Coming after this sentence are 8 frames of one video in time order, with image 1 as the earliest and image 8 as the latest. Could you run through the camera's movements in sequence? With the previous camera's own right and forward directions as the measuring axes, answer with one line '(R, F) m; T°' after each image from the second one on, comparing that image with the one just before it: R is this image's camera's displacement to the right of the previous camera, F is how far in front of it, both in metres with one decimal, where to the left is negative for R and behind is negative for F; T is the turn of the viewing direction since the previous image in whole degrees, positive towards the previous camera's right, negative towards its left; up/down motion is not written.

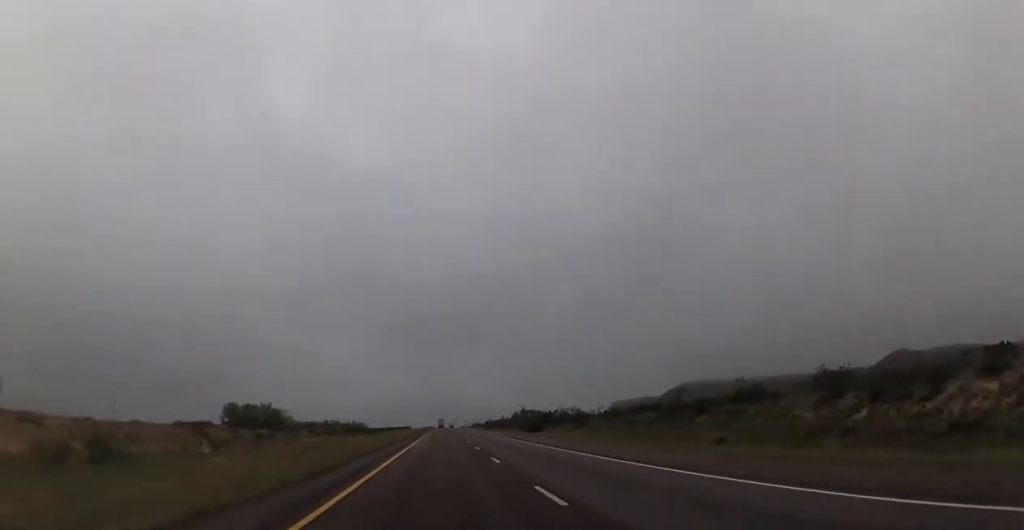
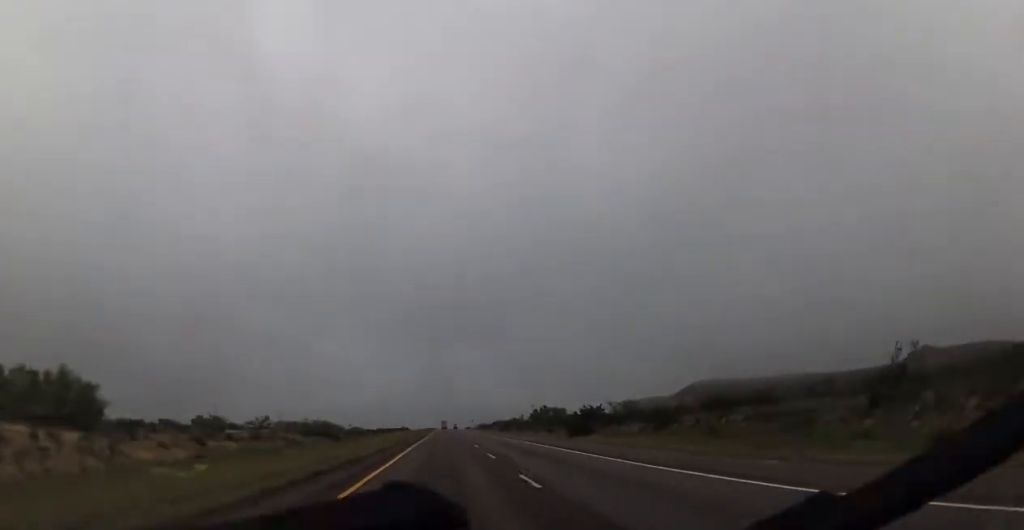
(-0.1, +33.0) m; 0°
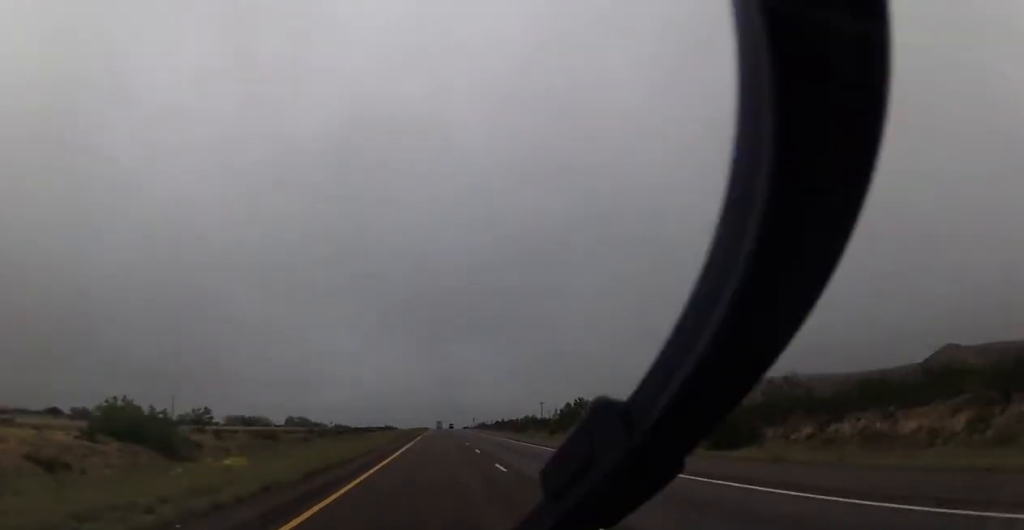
(0.0, +43.0) m; 0°
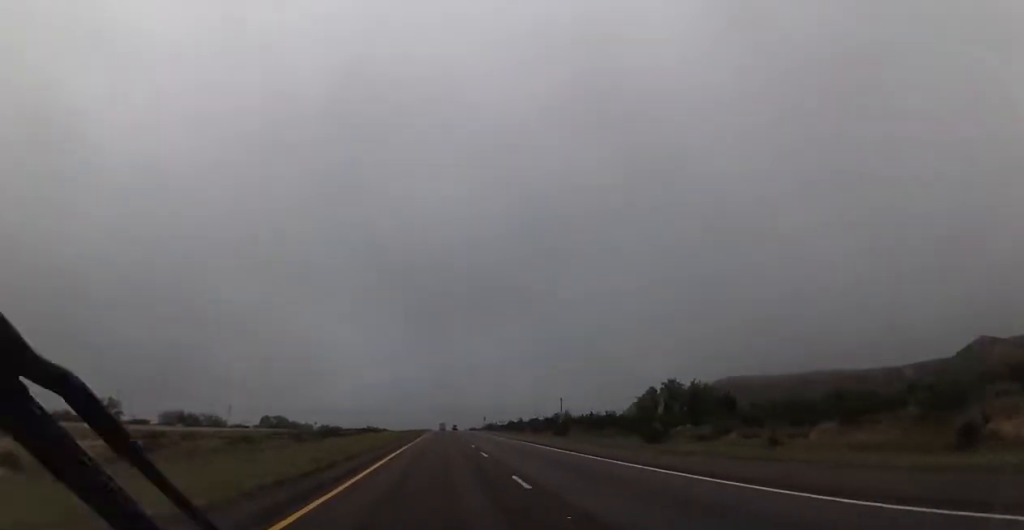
(+0.4, +41.9) m; +1°
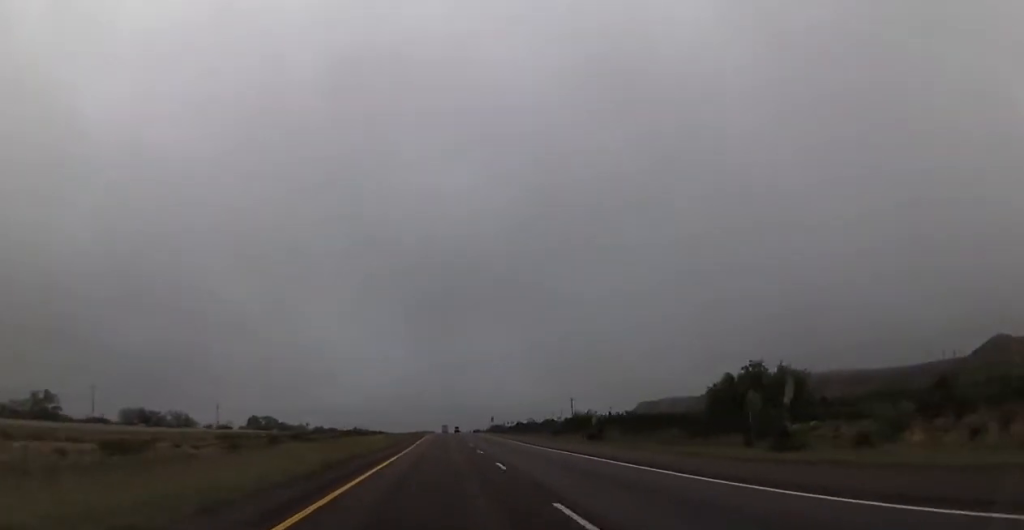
(+0.2, +17.7) m; 0°
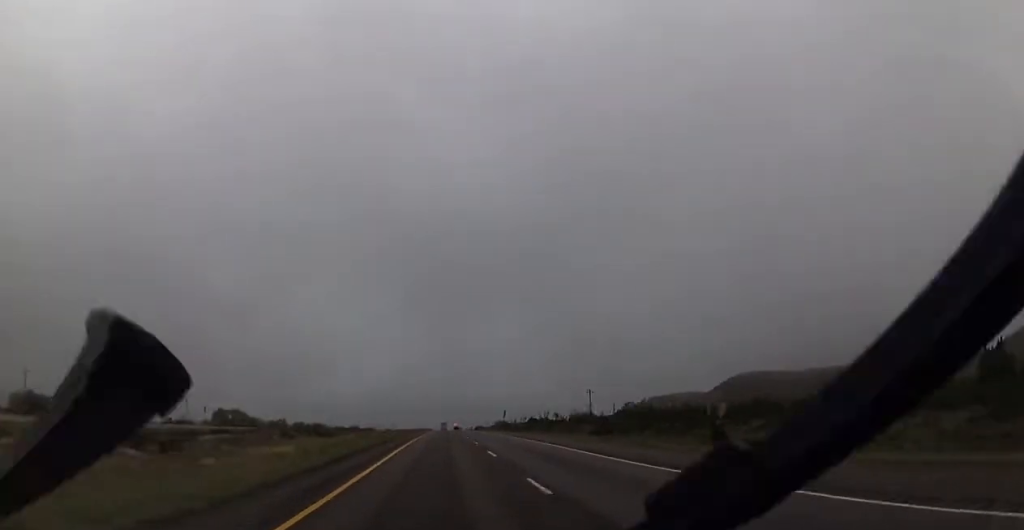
(-0.5, +32.1) m; -2°
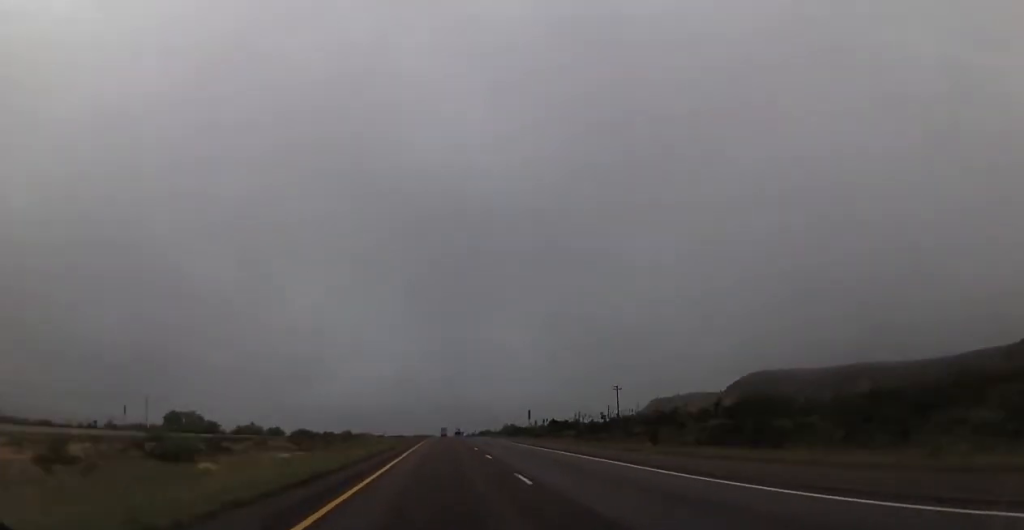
(-0.5, +33.4) m; 0°
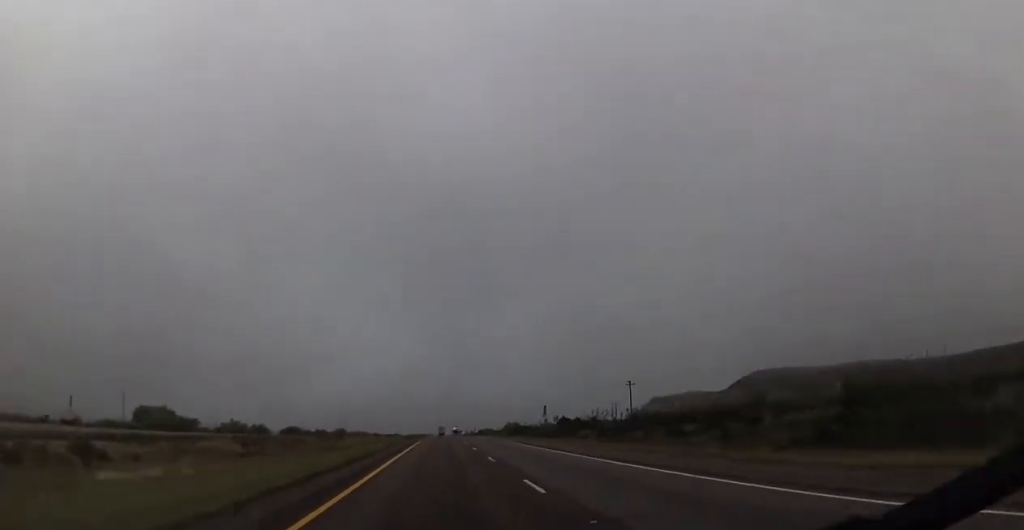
(+0.2, +14.5) m; 0°
